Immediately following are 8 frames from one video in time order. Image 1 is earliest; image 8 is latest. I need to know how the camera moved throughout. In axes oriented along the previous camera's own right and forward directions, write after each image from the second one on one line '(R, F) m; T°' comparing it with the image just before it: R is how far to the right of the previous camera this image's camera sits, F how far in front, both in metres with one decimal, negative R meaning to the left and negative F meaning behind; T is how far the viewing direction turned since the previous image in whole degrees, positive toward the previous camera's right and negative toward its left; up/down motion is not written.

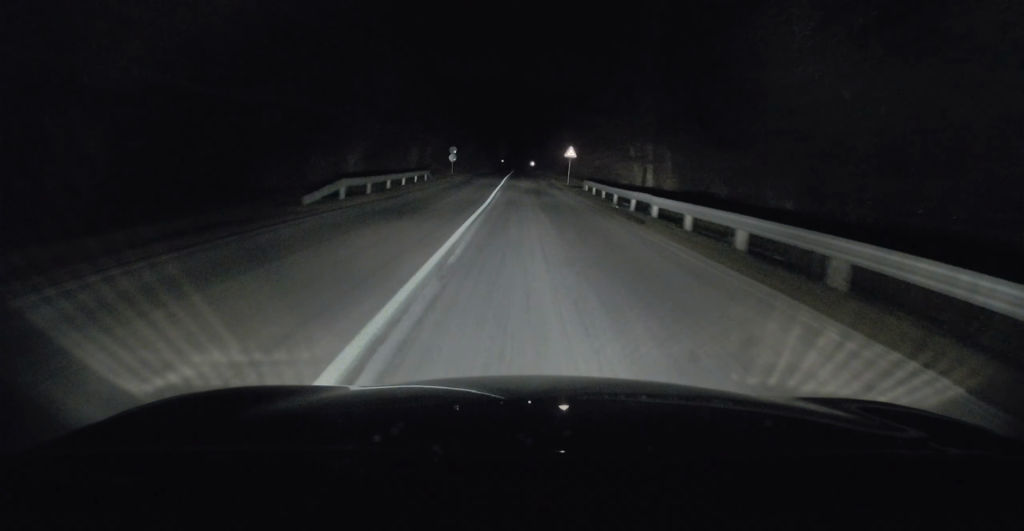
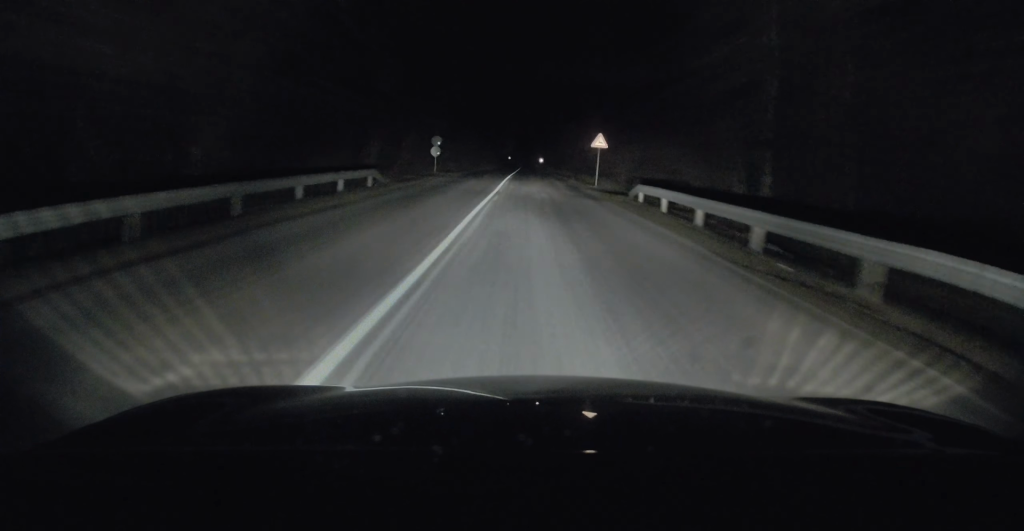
(0.0, +16.0) m; 0°
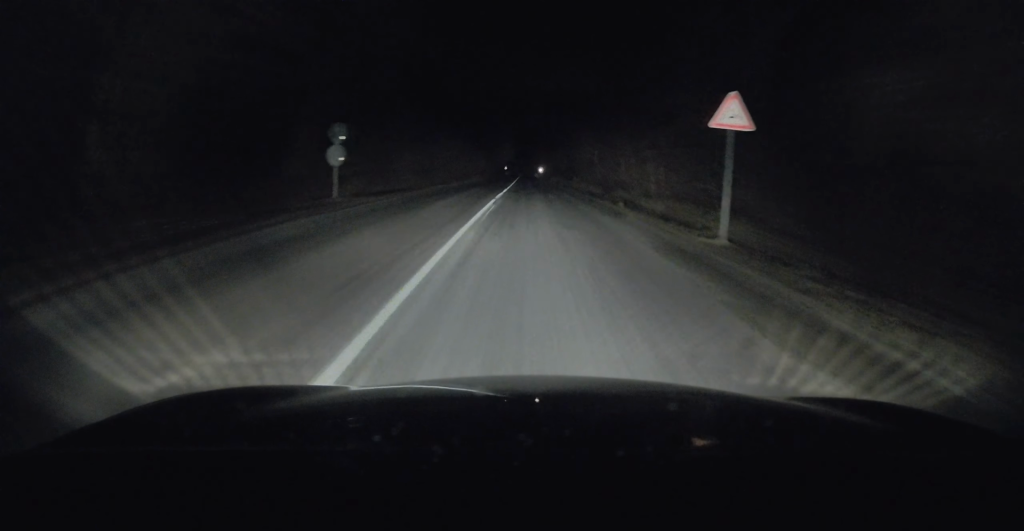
(-0.1, +23.7) m; +1°
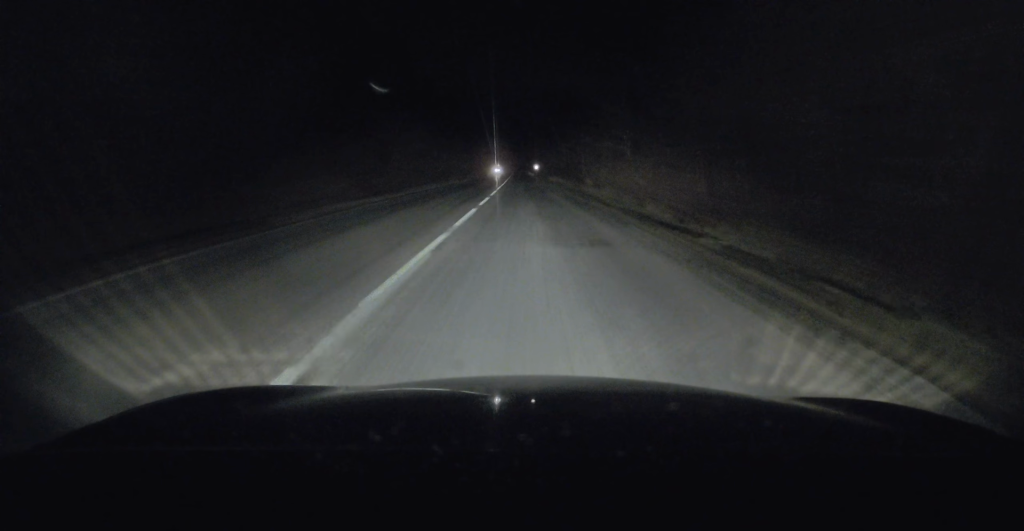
(+0.5, +20.8) m; 0°
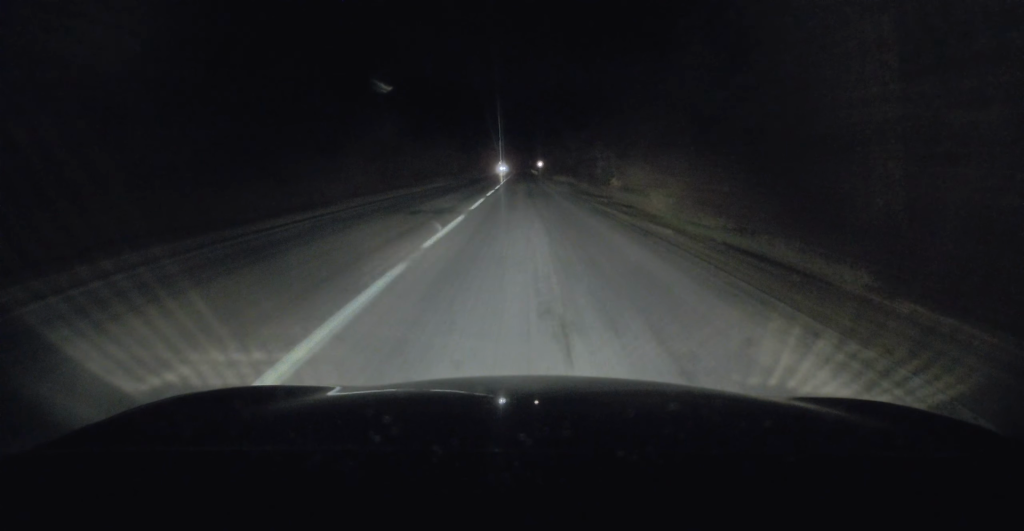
(-0.2, +12.4) m; -1°
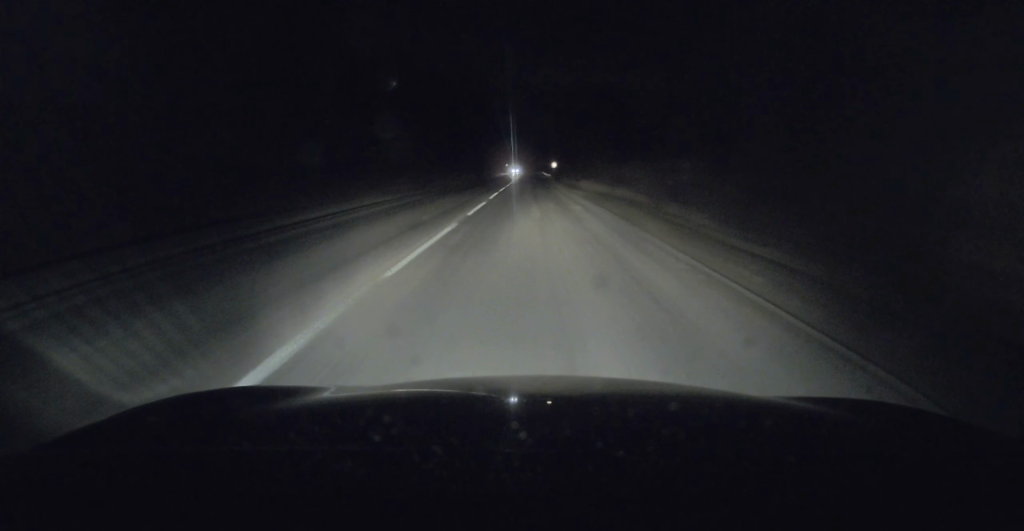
(-0.4, +29.4) m; -2°
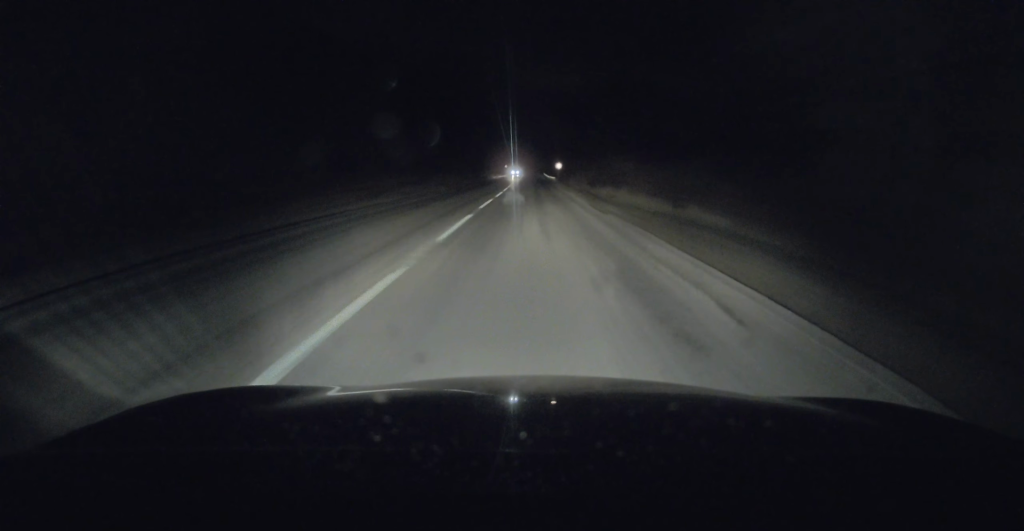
(-0.3, +15.2) m; -1°
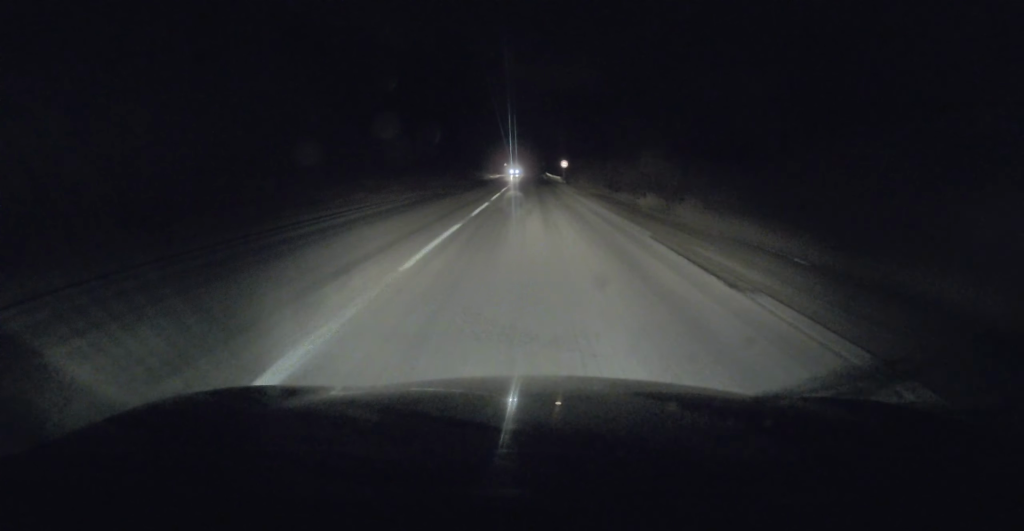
(0.0, +12.7) m; +1°
